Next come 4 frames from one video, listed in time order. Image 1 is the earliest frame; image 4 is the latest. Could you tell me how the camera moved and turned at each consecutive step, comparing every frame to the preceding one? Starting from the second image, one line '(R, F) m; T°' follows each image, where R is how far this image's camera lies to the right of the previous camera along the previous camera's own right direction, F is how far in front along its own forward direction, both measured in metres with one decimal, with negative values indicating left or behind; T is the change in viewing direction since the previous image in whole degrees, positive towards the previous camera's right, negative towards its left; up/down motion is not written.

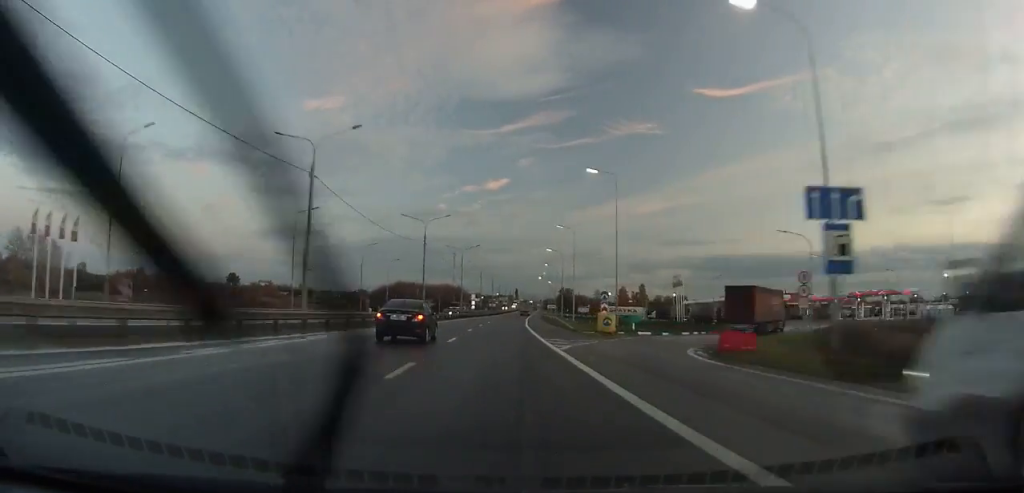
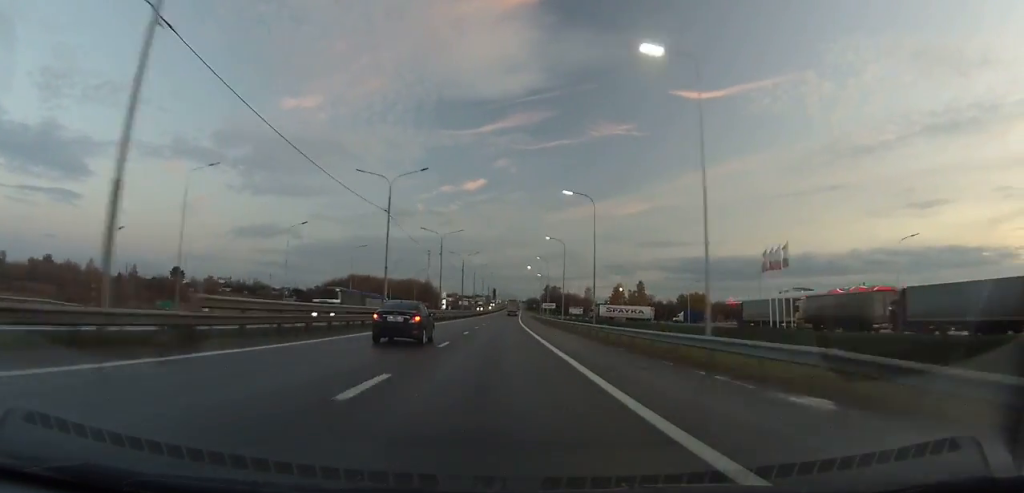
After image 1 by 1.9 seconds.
(-0.3, +51.8) m; 0°
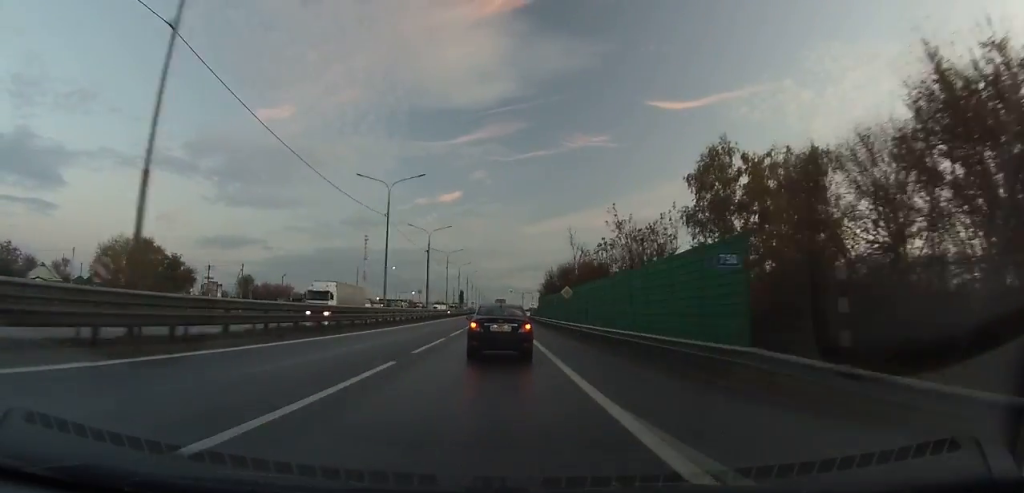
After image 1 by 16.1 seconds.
(+10.7, +303.6) m; +3°
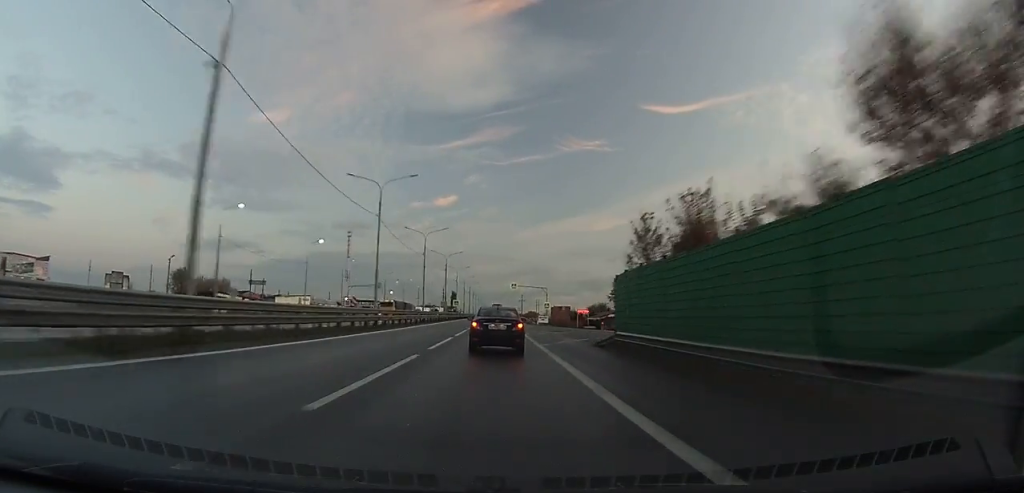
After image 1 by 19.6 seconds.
(+0.2, +58.9) m; 0°
